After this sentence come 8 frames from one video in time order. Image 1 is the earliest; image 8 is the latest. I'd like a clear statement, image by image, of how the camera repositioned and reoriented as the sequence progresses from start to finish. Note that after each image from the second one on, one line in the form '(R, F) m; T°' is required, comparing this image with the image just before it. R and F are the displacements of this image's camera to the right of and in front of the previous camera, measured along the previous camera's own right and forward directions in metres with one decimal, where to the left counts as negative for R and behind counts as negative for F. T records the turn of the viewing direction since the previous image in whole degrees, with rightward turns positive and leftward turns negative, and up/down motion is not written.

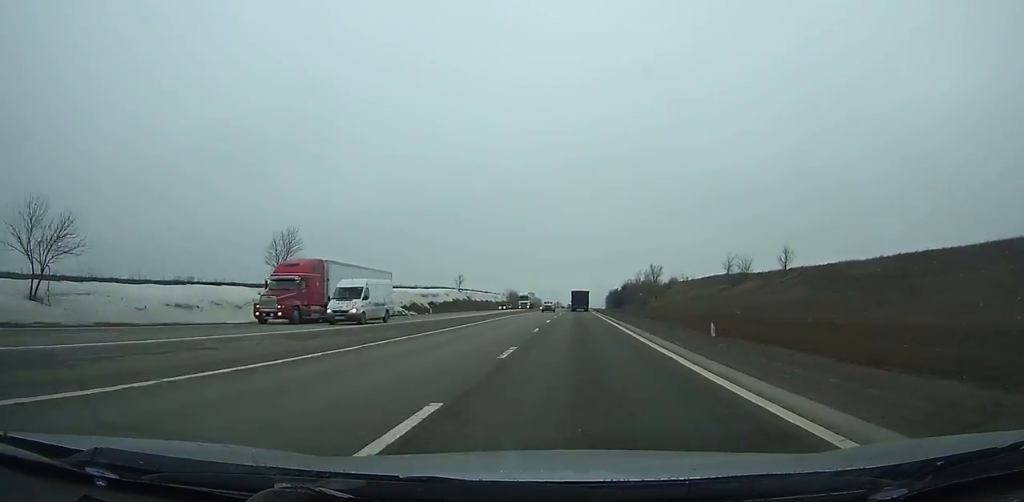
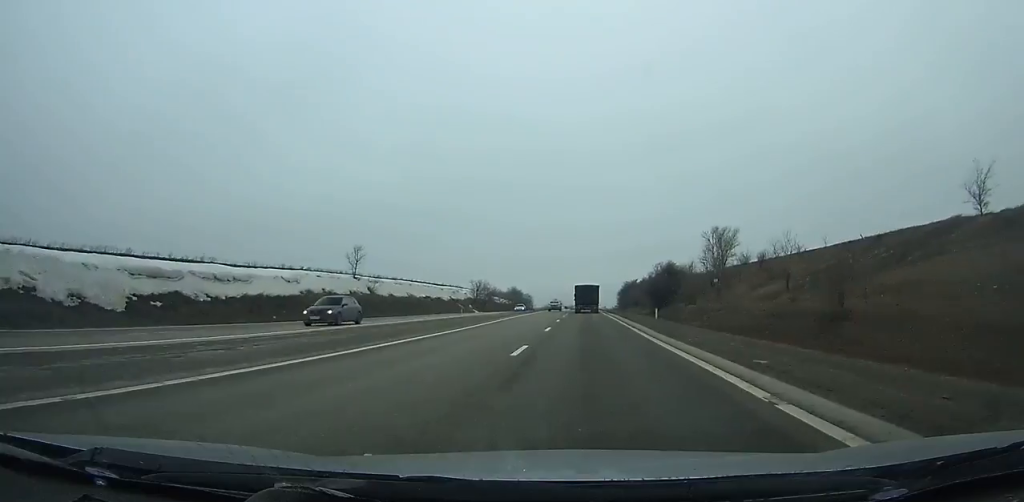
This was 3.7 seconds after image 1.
(0.0, +82.7) m; -1°
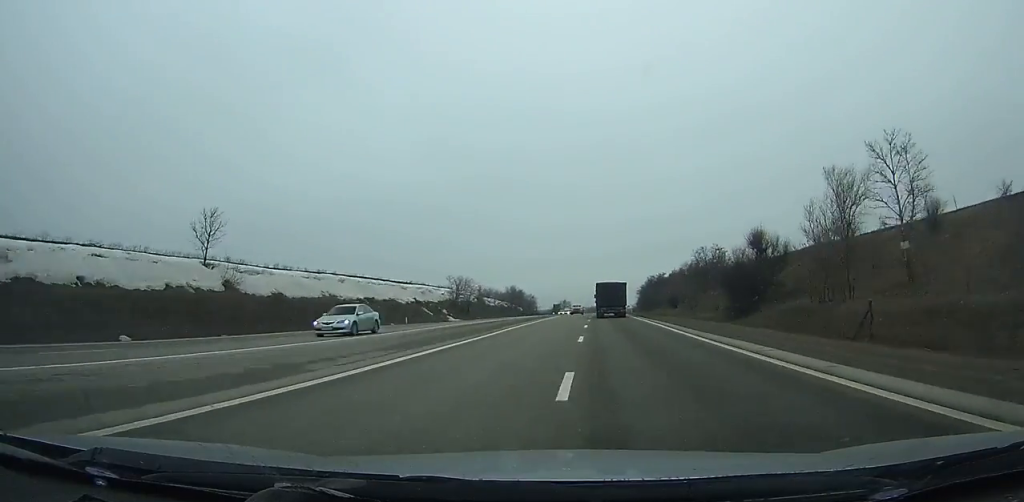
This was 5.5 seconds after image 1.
(-0.3, +41.8) m; 0°
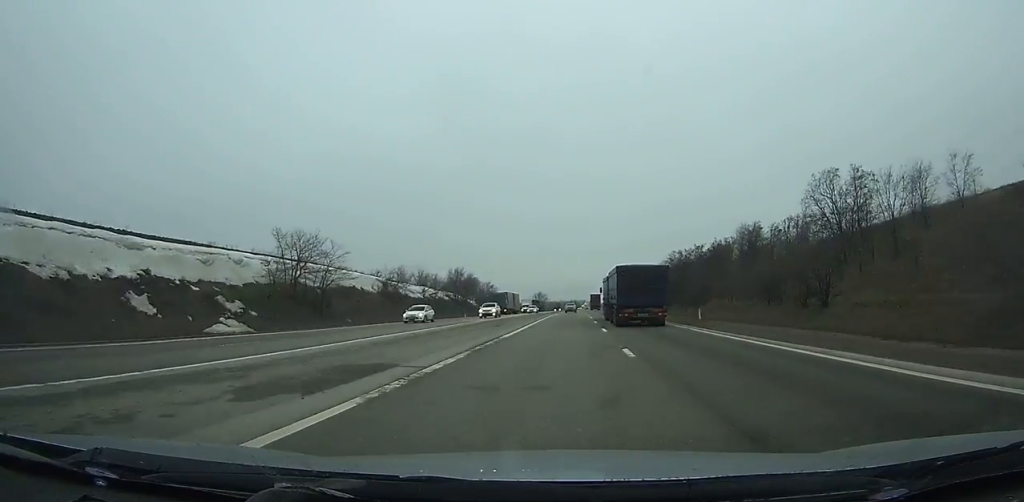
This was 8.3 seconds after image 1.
(+0.4, +66.1) m; +1°
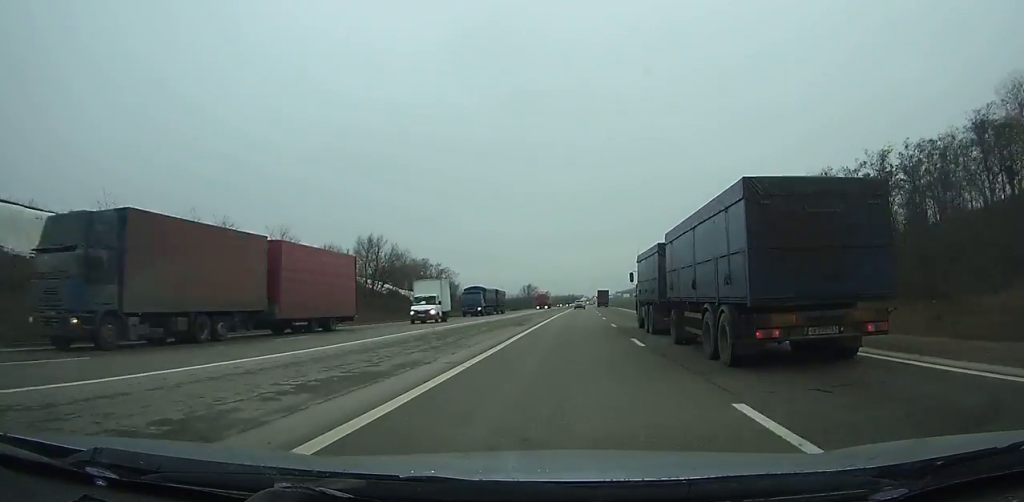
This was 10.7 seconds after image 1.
(+0.6, +58.2) m; +1°
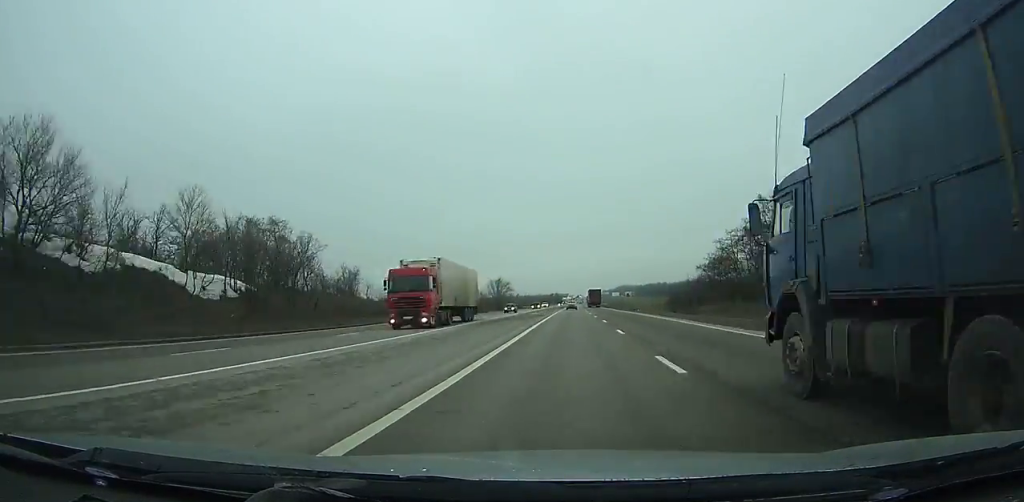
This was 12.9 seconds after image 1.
(+0.3, +54.5) m; +1°
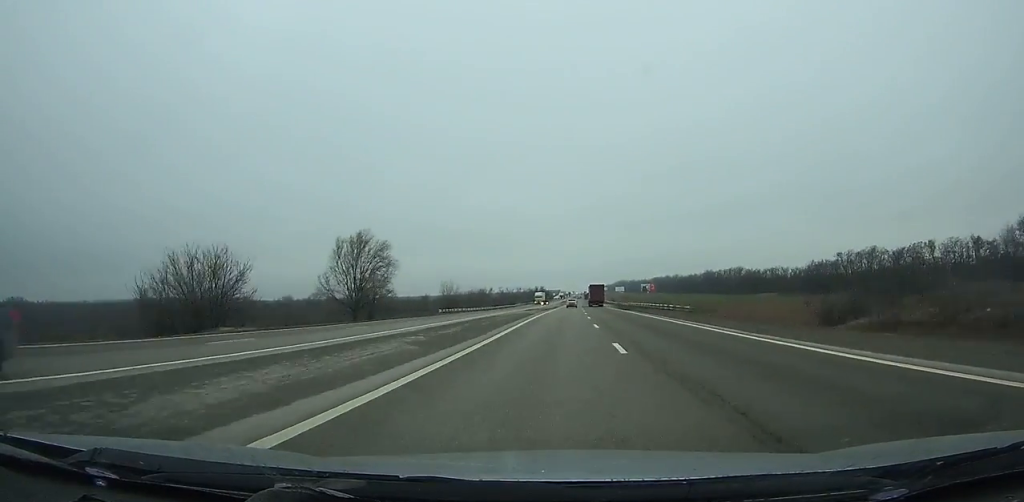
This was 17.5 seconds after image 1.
(+1.0, +118.5) m; +1°
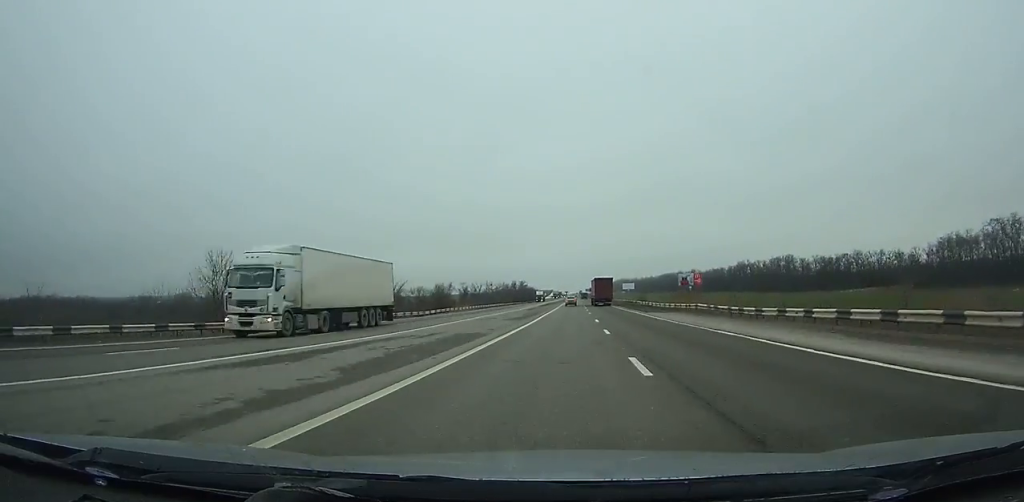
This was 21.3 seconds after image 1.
(+0.5, +101.1) m; +1°
